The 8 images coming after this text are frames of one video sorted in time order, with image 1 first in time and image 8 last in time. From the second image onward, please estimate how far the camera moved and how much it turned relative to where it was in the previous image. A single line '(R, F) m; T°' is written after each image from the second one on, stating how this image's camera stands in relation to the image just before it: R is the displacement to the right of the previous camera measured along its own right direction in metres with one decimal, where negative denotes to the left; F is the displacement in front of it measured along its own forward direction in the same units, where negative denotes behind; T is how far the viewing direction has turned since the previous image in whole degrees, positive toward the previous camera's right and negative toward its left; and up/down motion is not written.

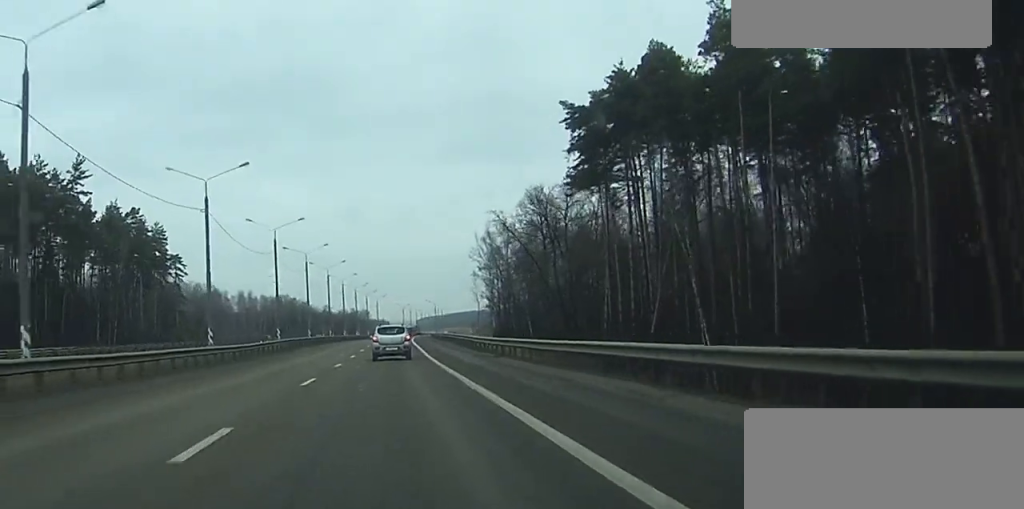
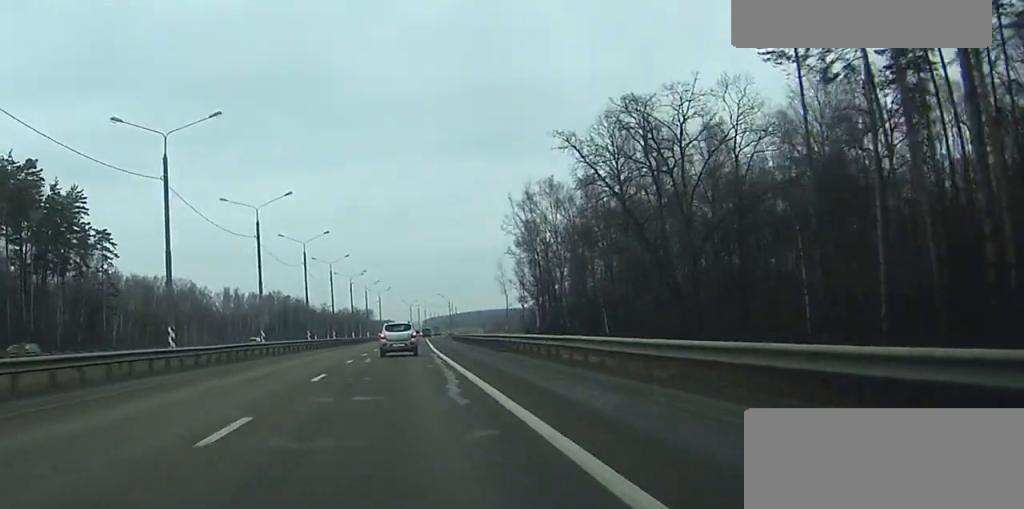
(0.0, +47.8) m; 0°
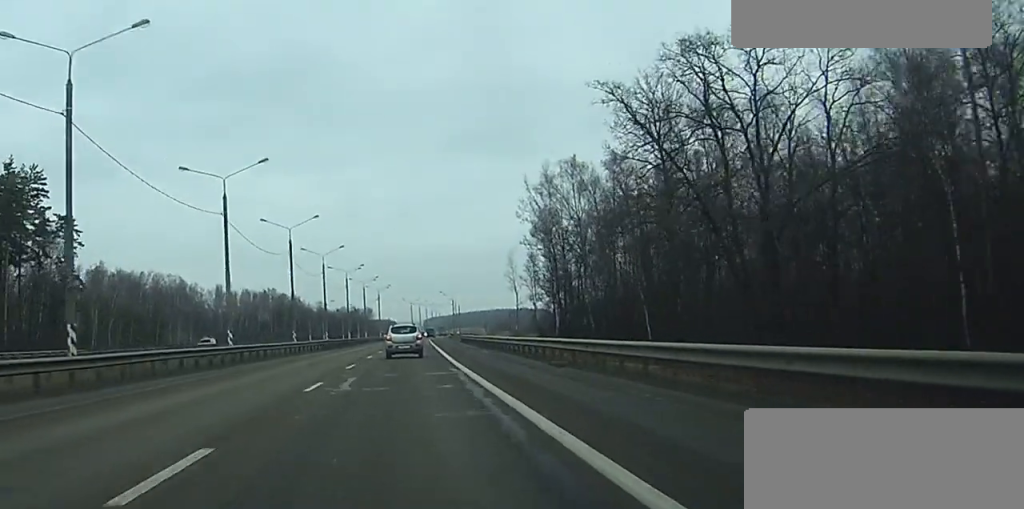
(0.0, +15.2) m; 0°
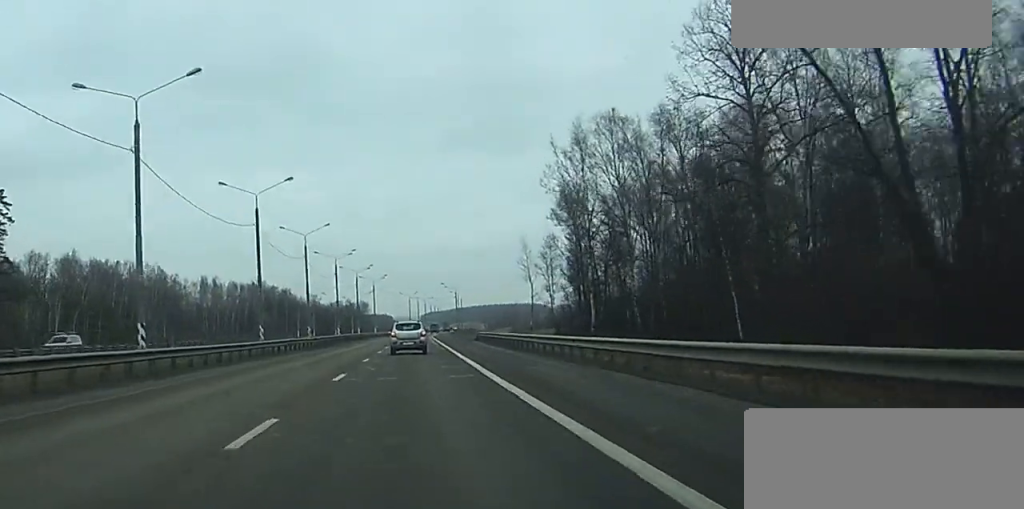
(+0.1, +21.0) m; +1°
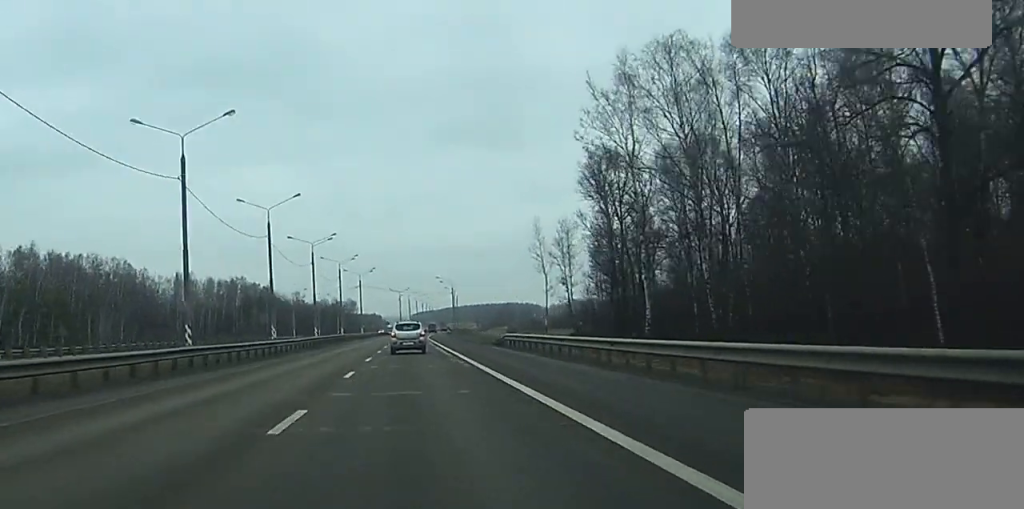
(+0.2, +22.6) m; +1°
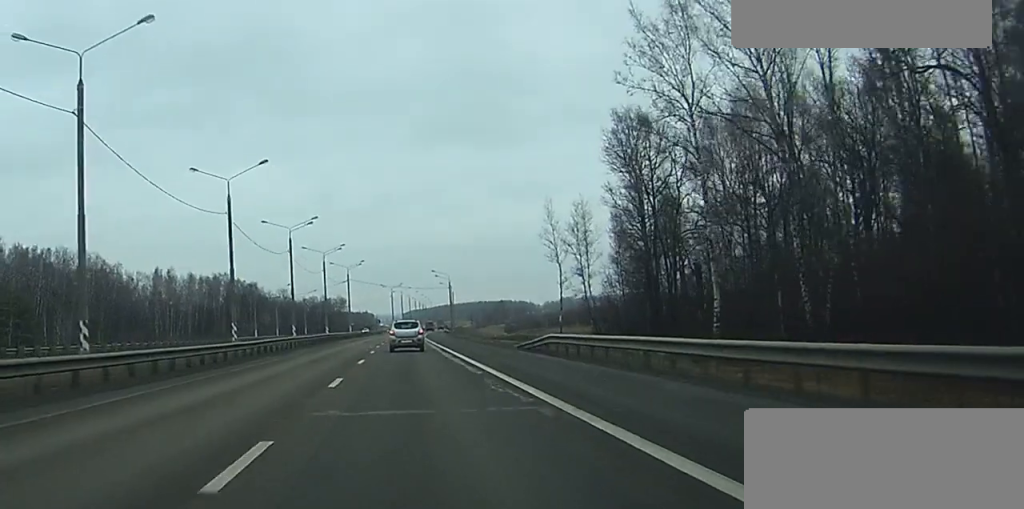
(+0.2, +15.8) m; 0°
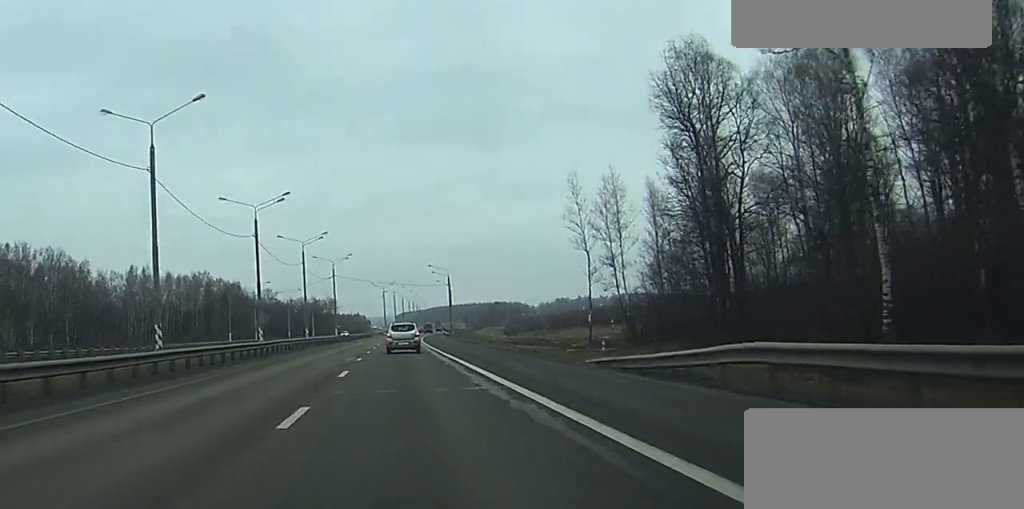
(-0.1, +19.4) m; 0°
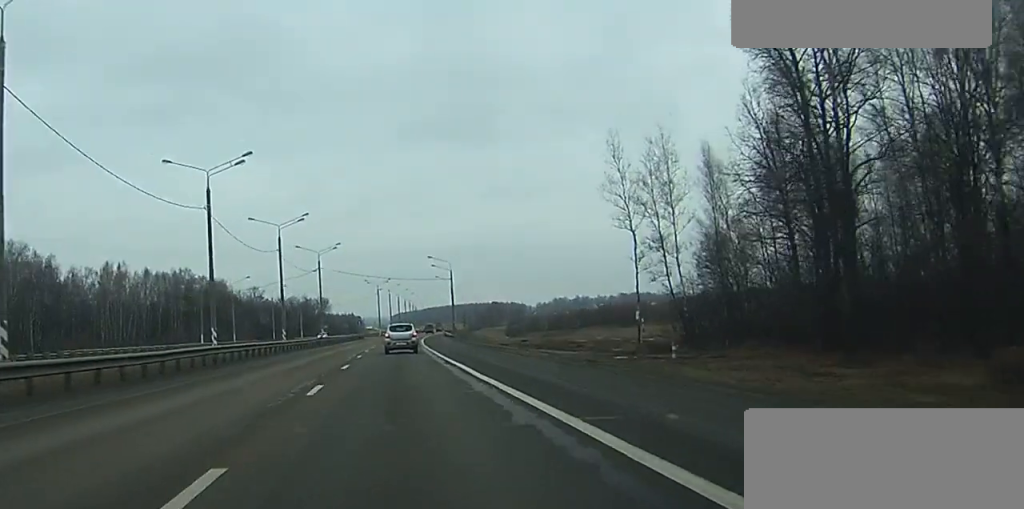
(+0.1, +18.6) m; 0°
